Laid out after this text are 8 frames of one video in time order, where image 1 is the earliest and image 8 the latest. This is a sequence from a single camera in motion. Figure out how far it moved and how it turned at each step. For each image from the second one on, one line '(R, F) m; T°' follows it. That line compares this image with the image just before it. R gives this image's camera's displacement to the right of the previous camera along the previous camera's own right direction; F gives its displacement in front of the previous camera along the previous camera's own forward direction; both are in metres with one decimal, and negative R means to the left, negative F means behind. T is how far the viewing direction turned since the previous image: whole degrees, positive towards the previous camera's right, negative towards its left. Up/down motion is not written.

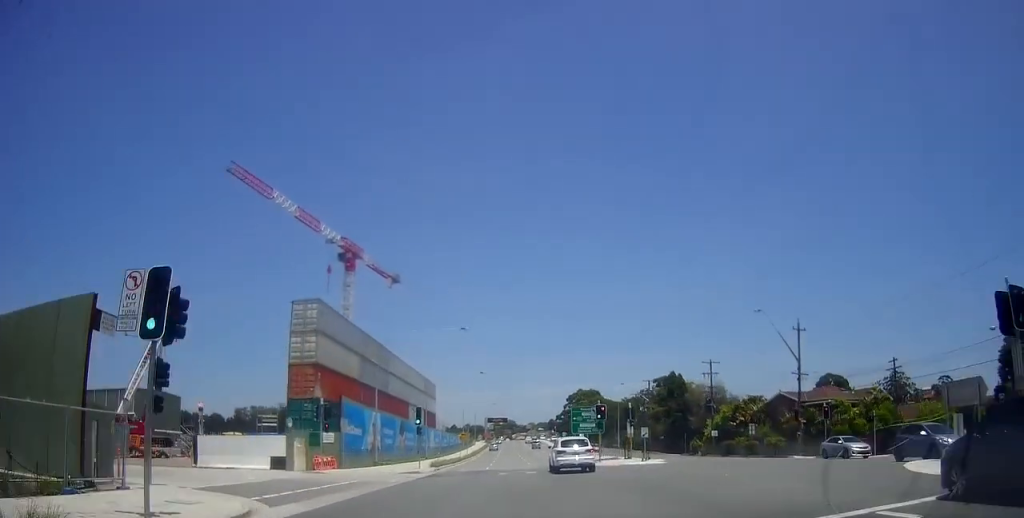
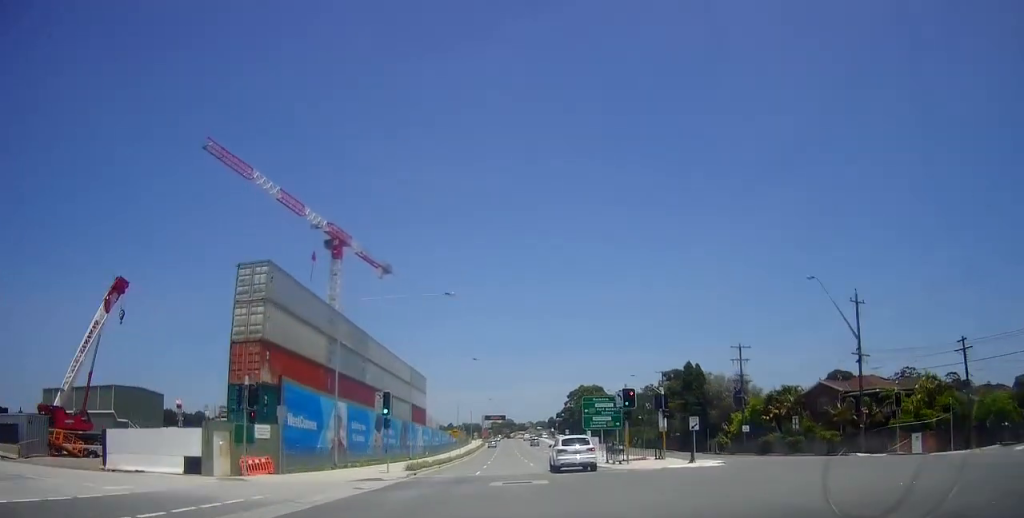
(-0.2, +10.3) m; 0°
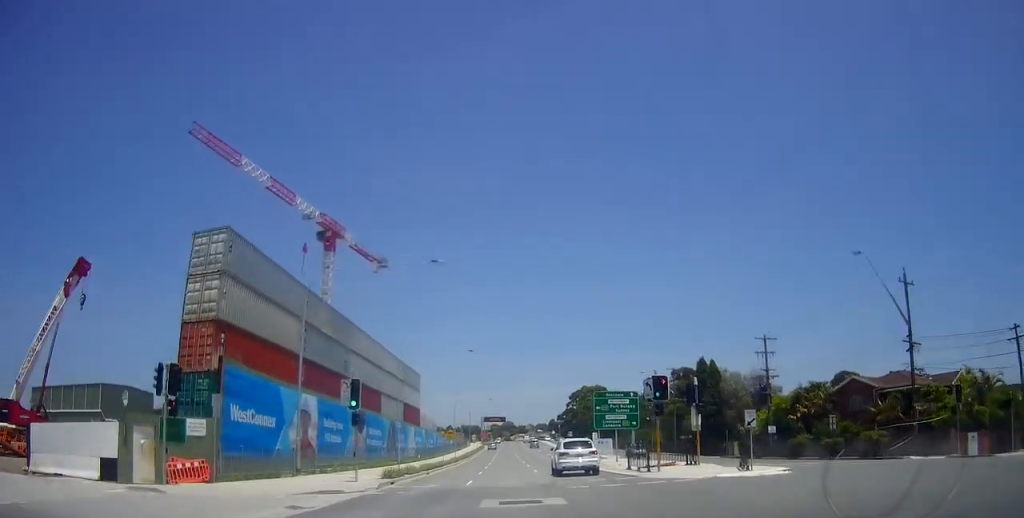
(+0.2, +6.5) m; +1°
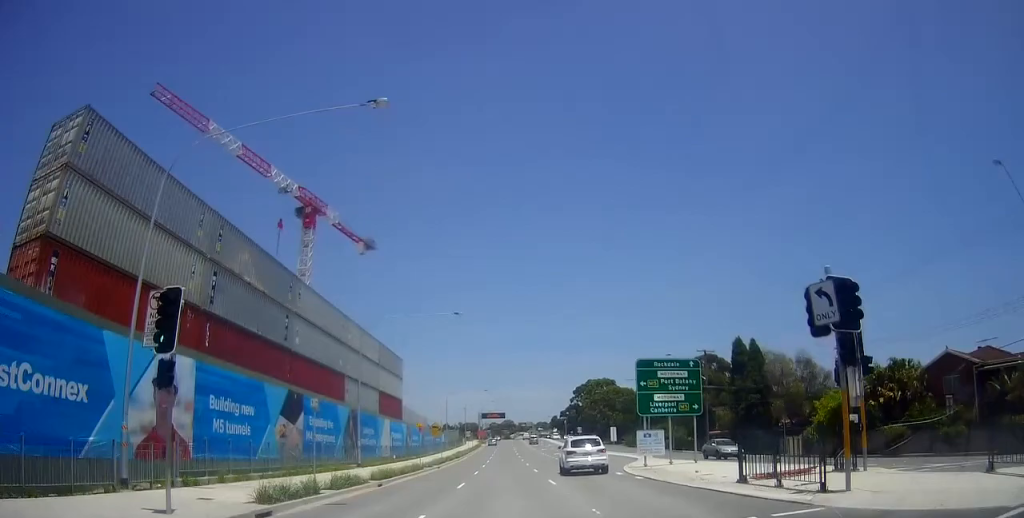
(+0.2, +14.5) m; +1°
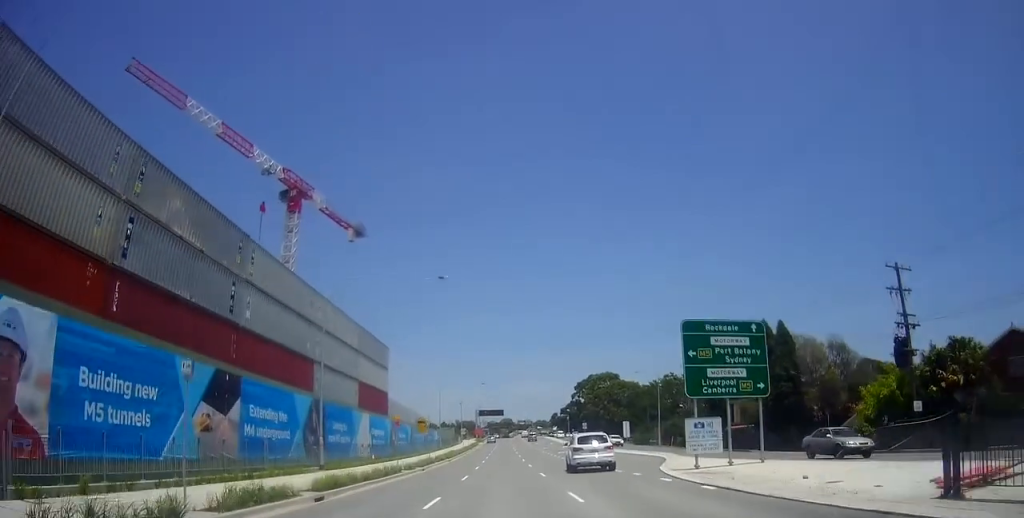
(0.0, +8.0) m; 0°
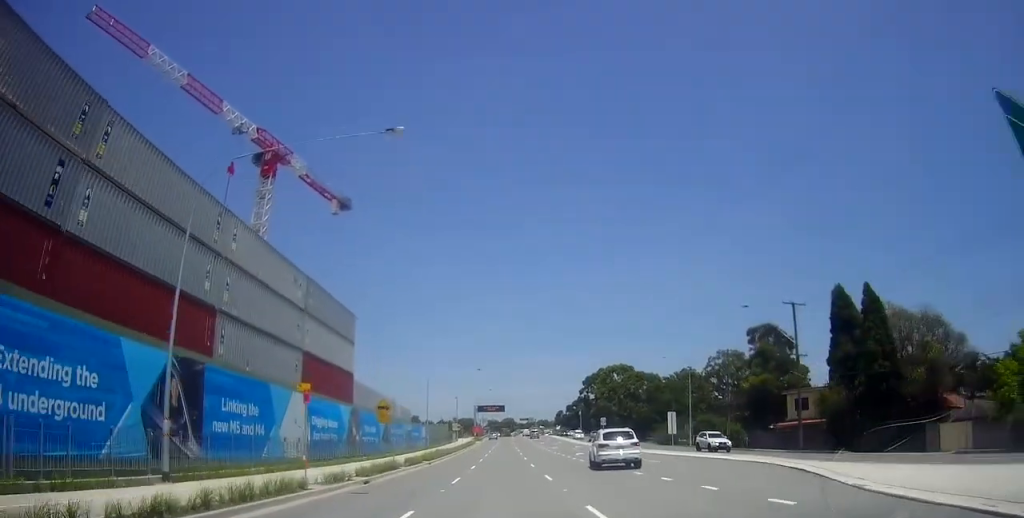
(+0.1, +16.1) m; -1°
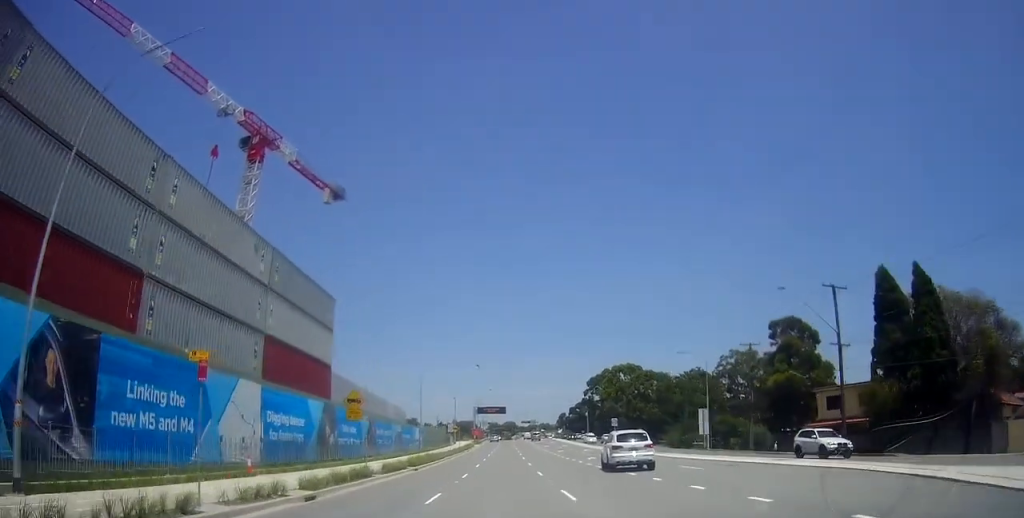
(-0.2, +6.9) m; 0°
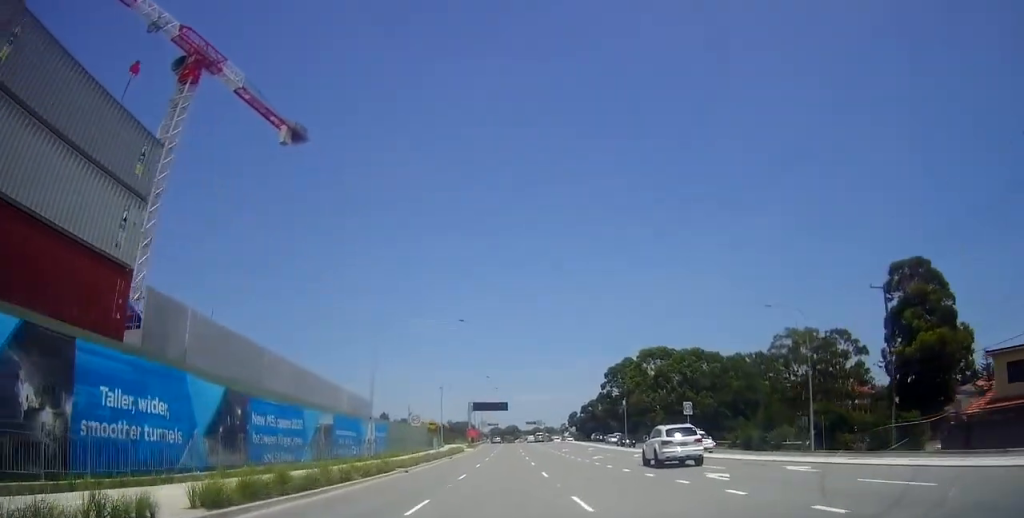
(+0.4, +26.3) m; 0°
